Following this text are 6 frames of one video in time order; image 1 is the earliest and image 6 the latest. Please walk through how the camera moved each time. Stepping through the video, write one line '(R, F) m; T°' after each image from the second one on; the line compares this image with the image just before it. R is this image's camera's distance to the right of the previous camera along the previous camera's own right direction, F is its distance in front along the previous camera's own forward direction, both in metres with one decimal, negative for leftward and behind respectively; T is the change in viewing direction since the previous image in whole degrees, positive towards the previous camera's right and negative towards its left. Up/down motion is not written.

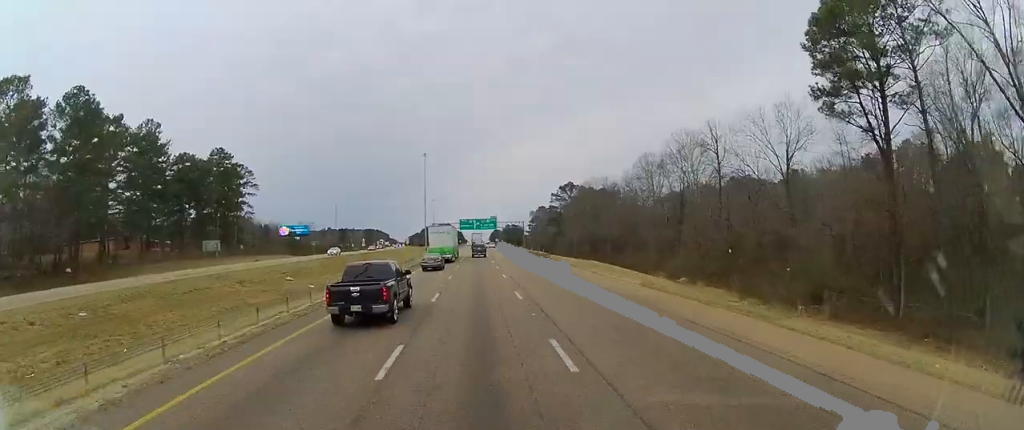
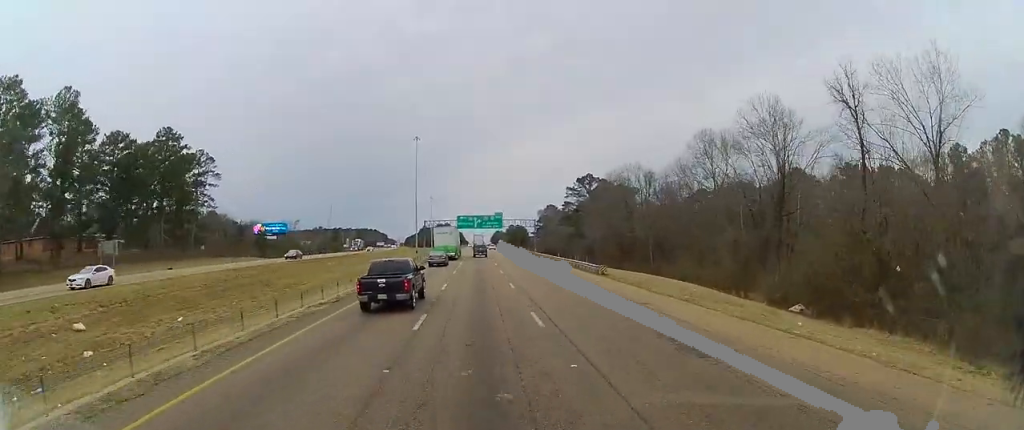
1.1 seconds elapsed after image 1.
(-0.6, +30.9) m; -1°
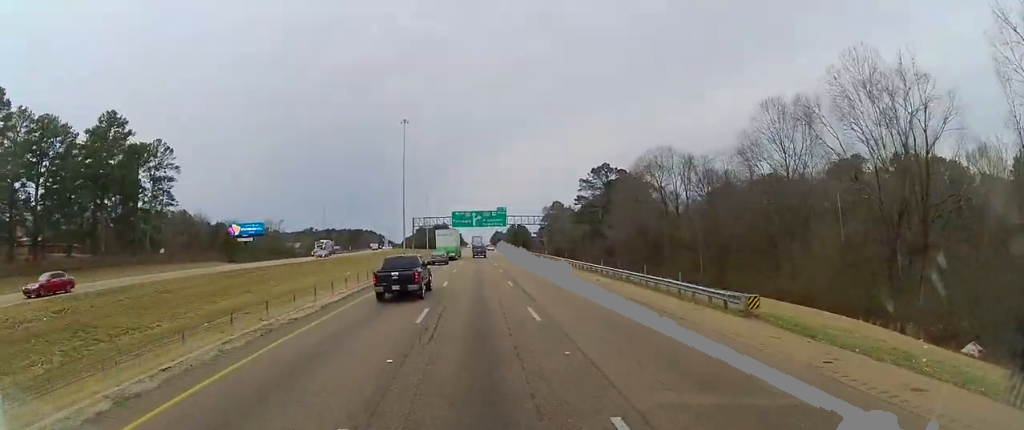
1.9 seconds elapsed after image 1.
(+0.1, +23.4) m; 0°
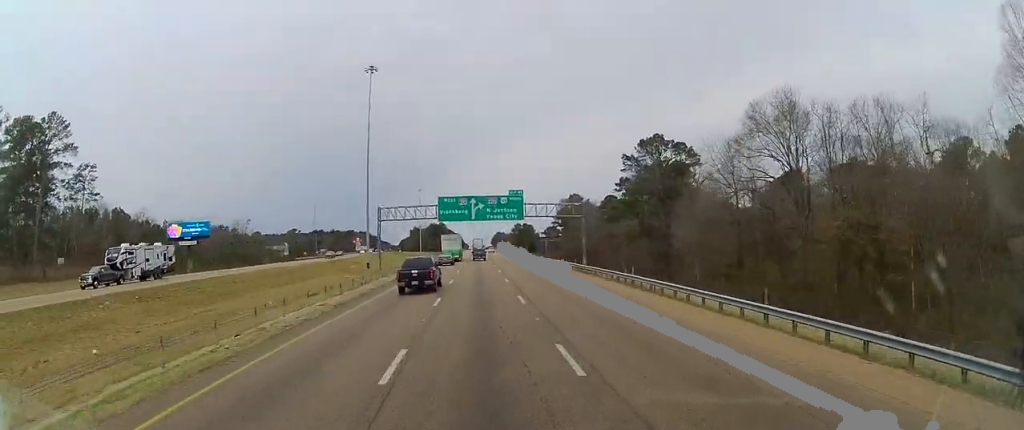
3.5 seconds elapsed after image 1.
(-0.3, +43.1) m; 0°
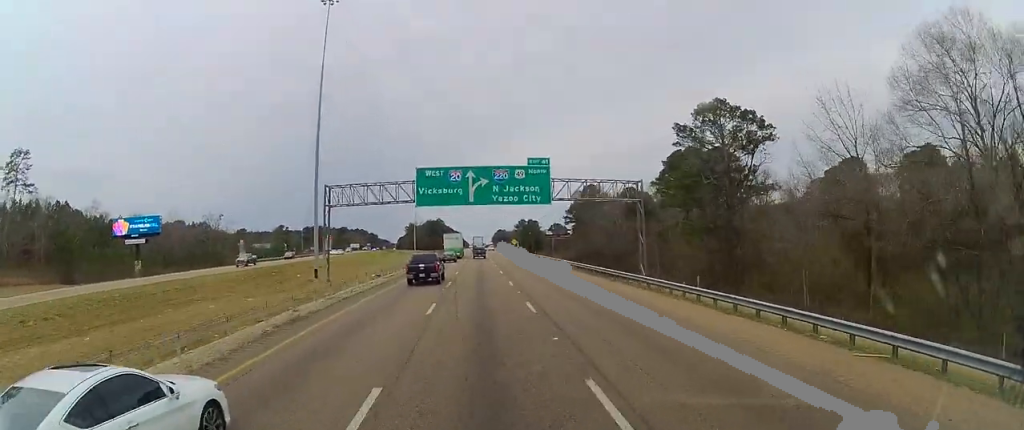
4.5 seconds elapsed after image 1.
(+0.6, +28.0) m; +3°
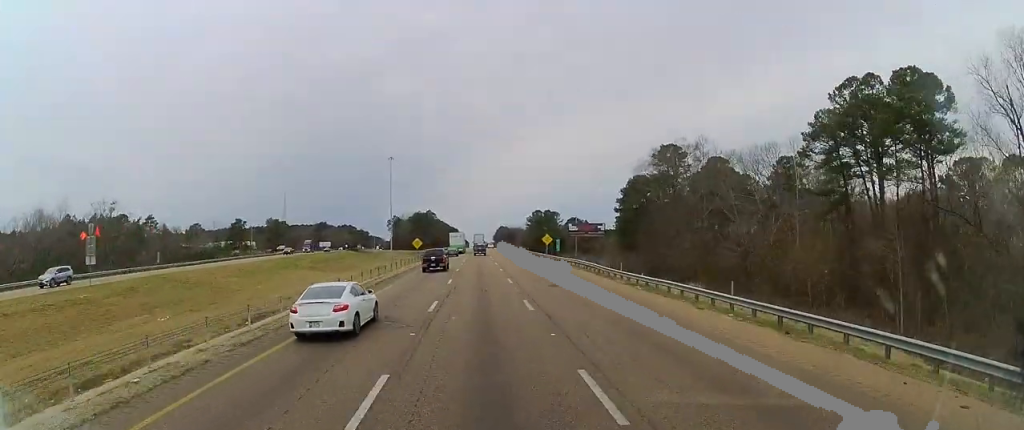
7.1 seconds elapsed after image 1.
(-2.3, +71.8) m; -4°
